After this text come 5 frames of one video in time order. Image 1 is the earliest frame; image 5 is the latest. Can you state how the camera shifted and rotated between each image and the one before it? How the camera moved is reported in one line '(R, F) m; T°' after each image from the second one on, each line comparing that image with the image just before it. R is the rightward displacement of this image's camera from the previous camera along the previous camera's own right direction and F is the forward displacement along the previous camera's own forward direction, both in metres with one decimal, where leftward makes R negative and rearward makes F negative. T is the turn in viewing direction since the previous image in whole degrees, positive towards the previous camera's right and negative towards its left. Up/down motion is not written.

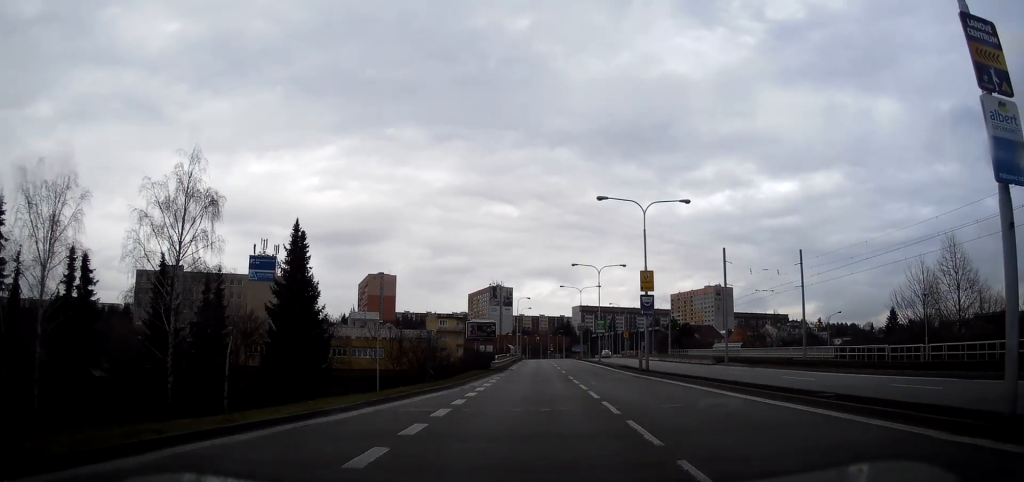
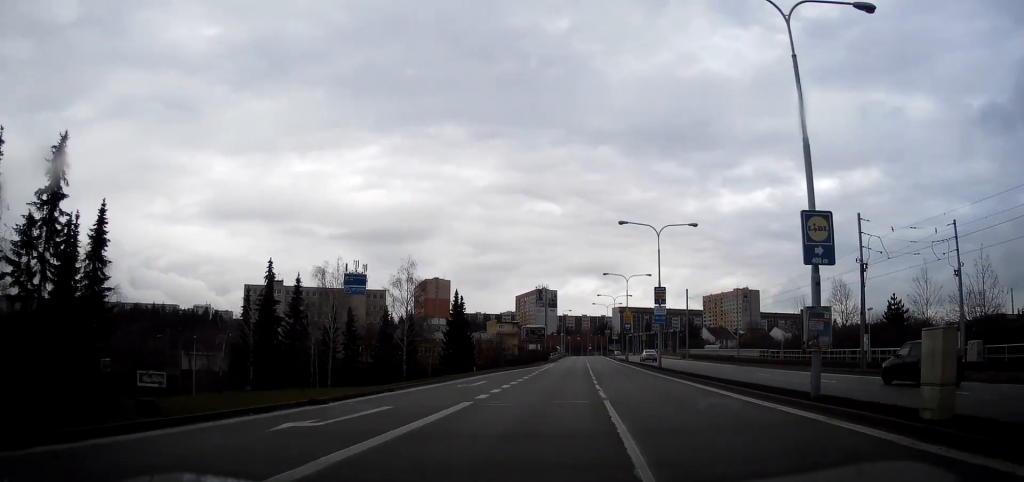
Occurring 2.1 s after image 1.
(-0.4, +37.4) m; -2°
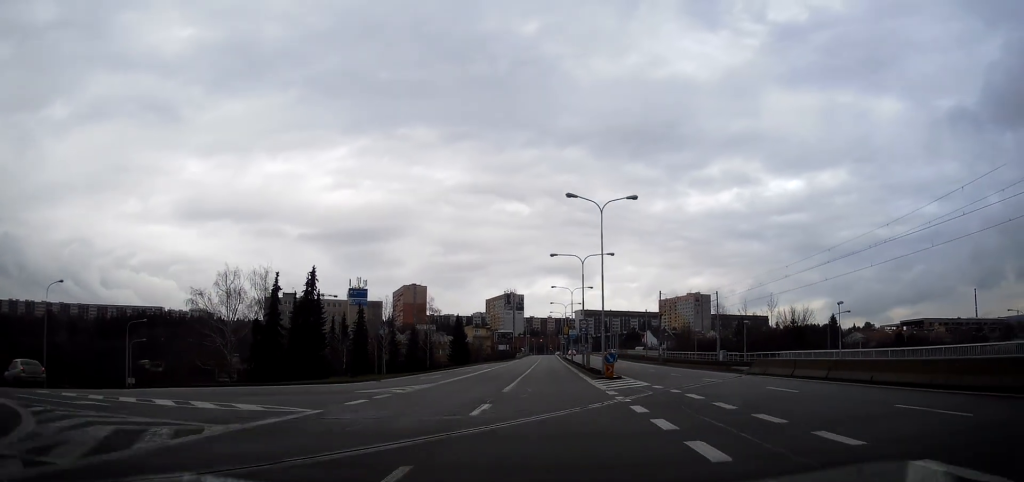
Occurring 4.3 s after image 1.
(-0.6, +36.2) m; -1°
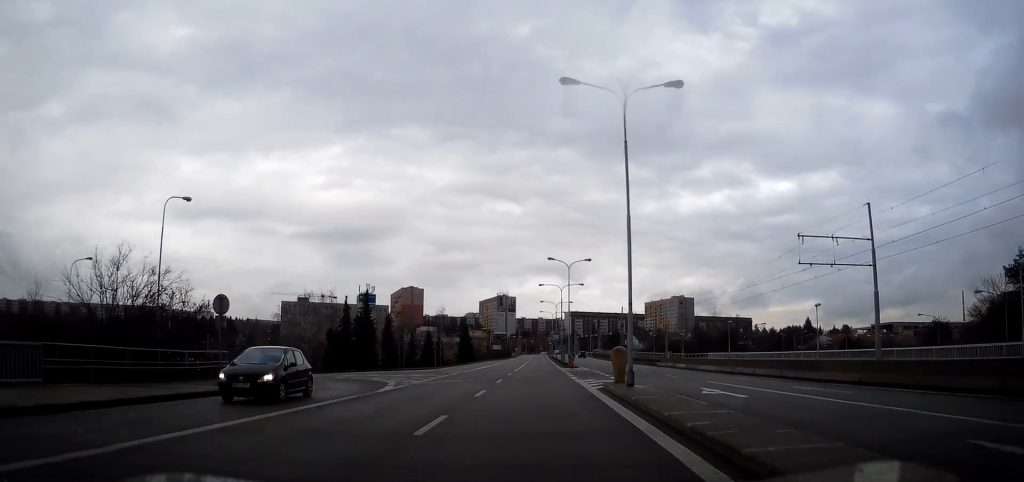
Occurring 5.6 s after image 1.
(+0.5, +23.4) m; +2°
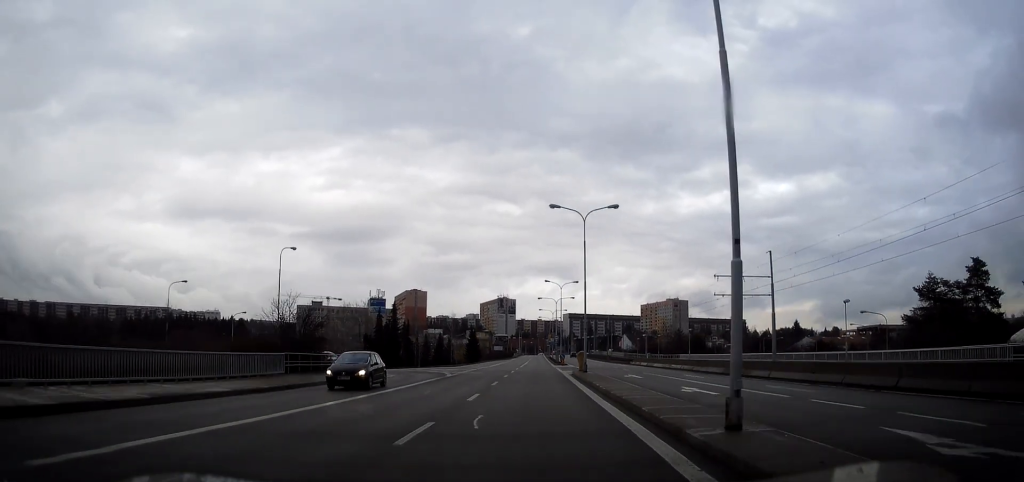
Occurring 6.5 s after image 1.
(+0.2, +17.6) m; +1°
